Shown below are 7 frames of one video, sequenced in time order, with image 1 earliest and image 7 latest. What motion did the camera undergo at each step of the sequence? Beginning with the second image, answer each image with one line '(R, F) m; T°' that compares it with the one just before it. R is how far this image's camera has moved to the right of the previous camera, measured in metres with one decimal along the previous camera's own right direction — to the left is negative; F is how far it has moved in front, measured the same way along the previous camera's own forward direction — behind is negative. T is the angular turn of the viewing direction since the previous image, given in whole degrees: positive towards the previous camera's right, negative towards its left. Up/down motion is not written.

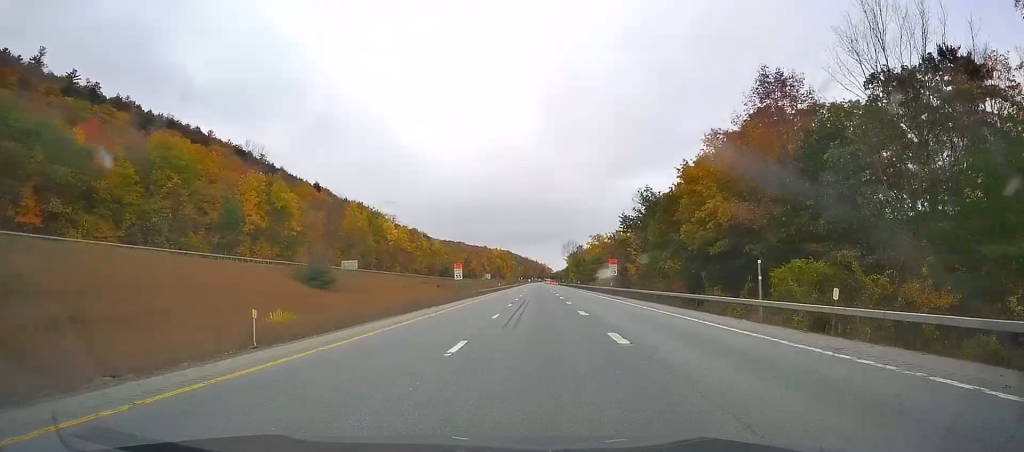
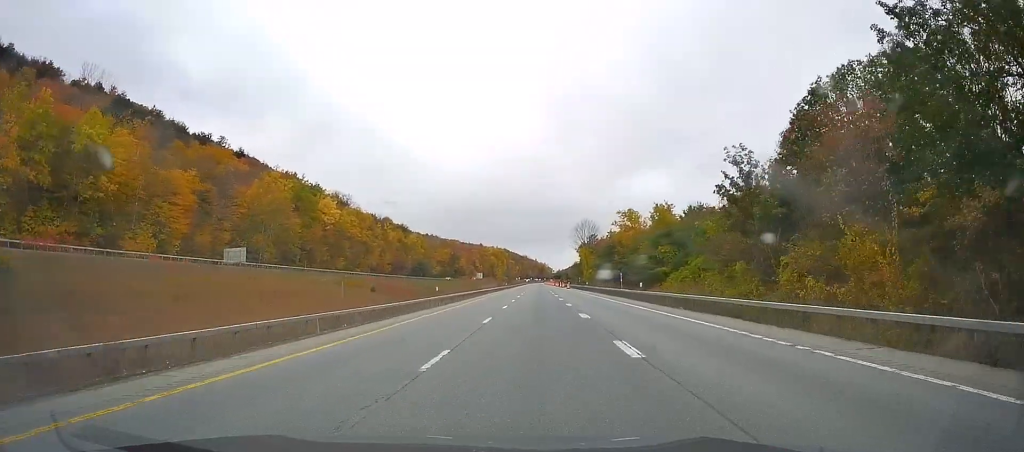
(-0.8, +75.2) m; 0°
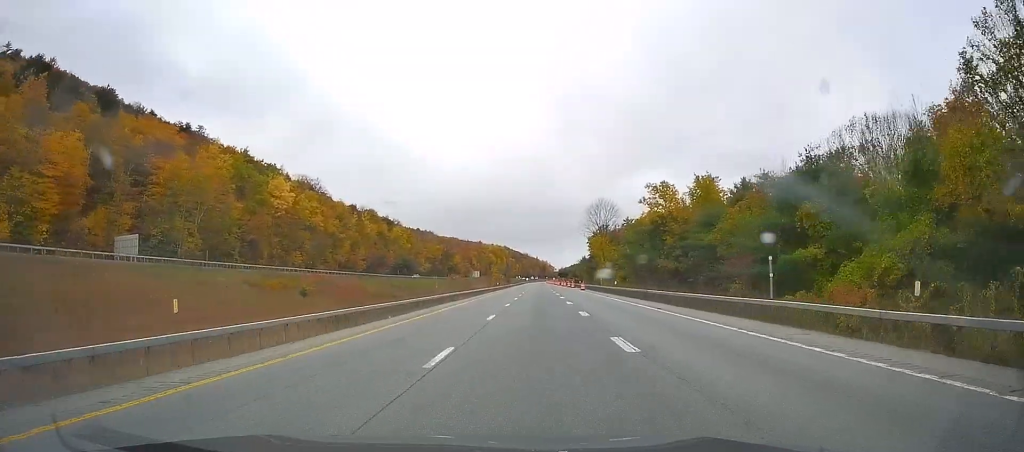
(-0.1, +35.9) m; 0°
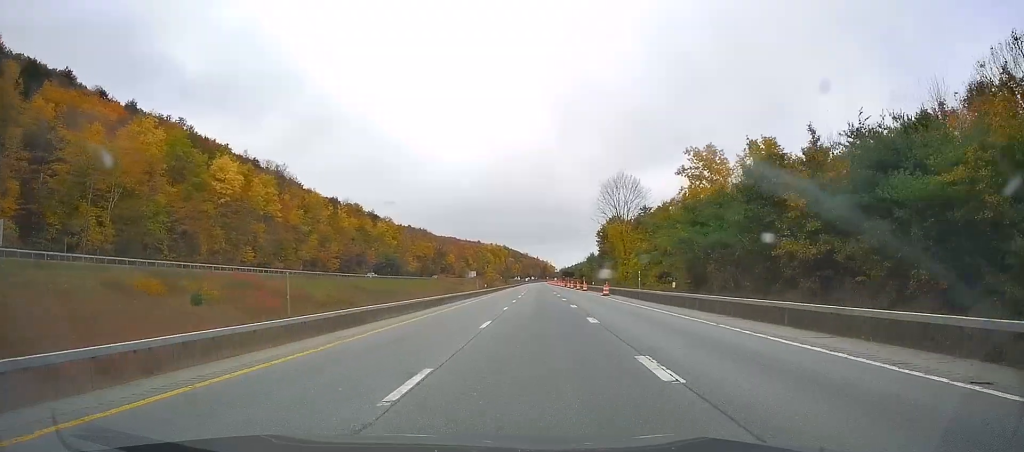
(+0.1, +27.8) m; -1°
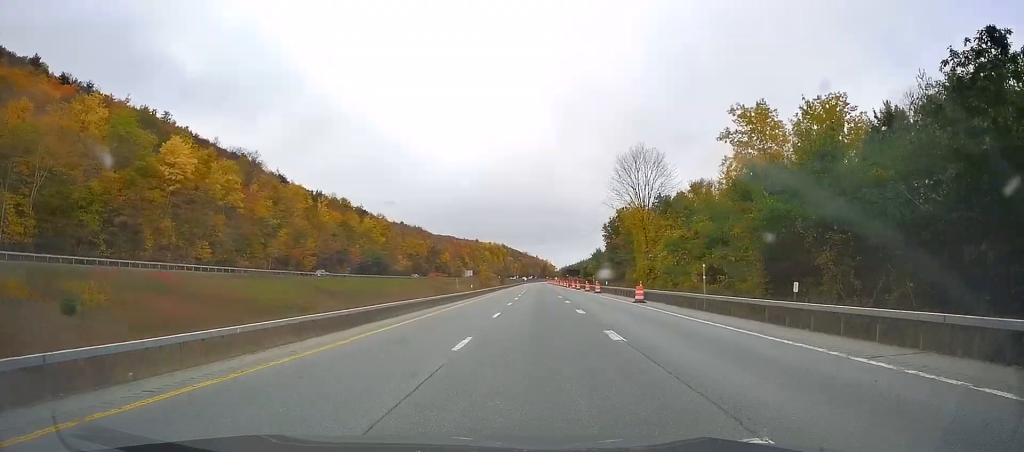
(-0.1, +18.2) m; 0°
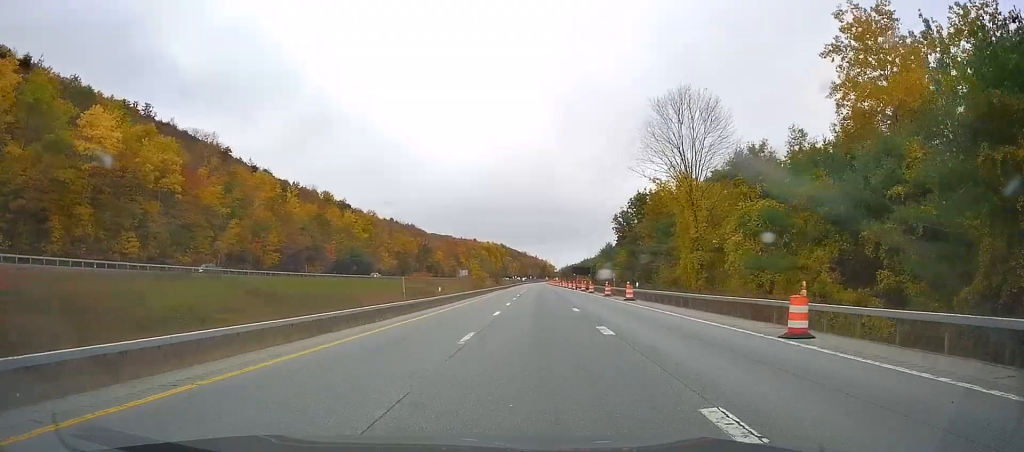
(-0.4, +22.8) m; 0°
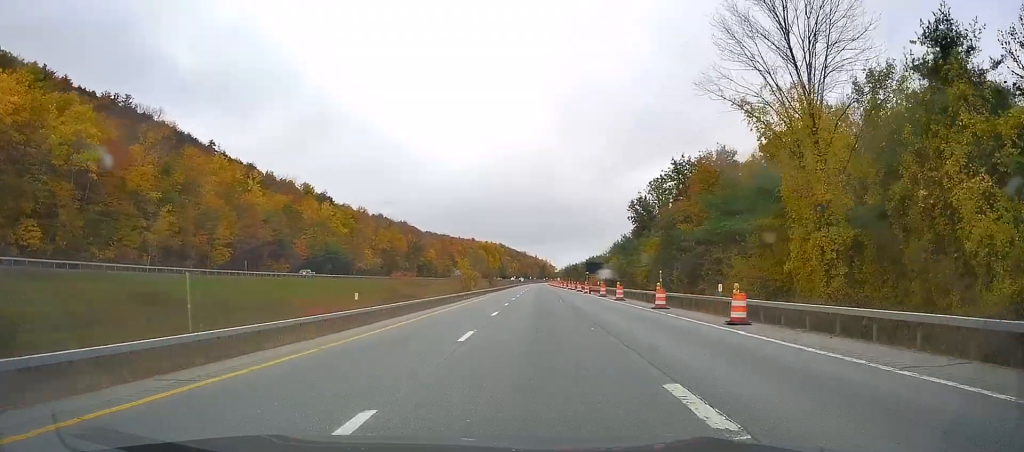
(+0.5, +22.9) m; +1°
